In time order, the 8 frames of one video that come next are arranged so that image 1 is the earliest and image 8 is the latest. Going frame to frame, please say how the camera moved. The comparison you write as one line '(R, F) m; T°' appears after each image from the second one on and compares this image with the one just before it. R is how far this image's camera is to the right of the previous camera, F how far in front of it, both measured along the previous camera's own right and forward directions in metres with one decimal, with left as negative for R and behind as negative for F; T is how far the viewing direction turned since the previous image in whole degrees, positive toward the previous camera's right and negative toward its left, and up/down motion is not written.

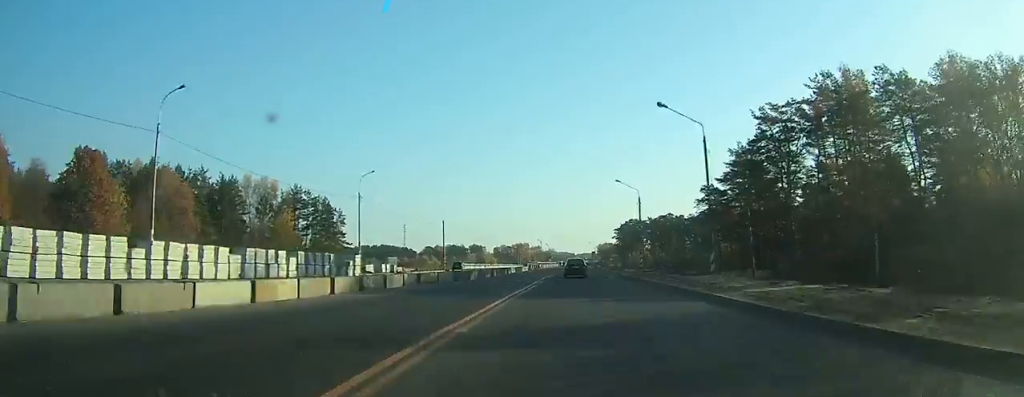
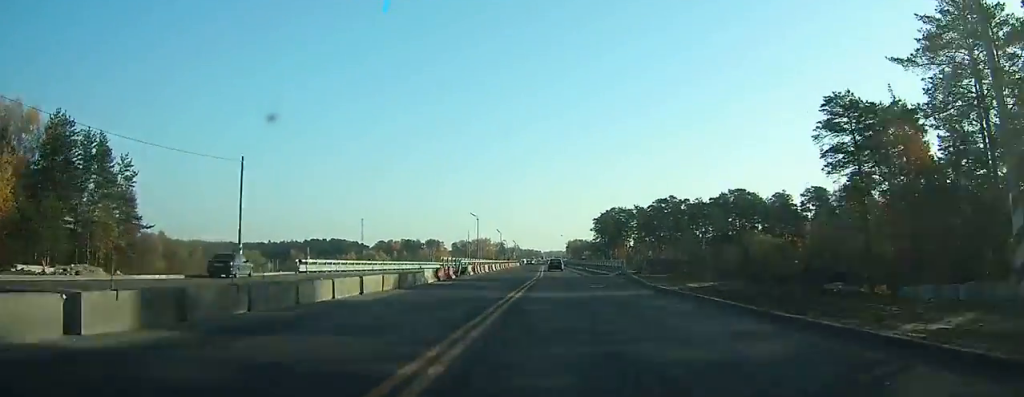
(+1.1, +56.8) m; +2°
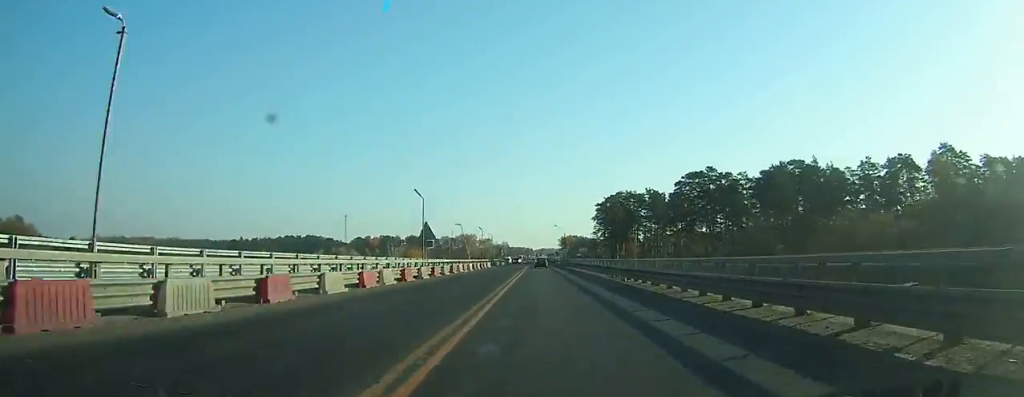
(+0.6, +47.1) m; +1°
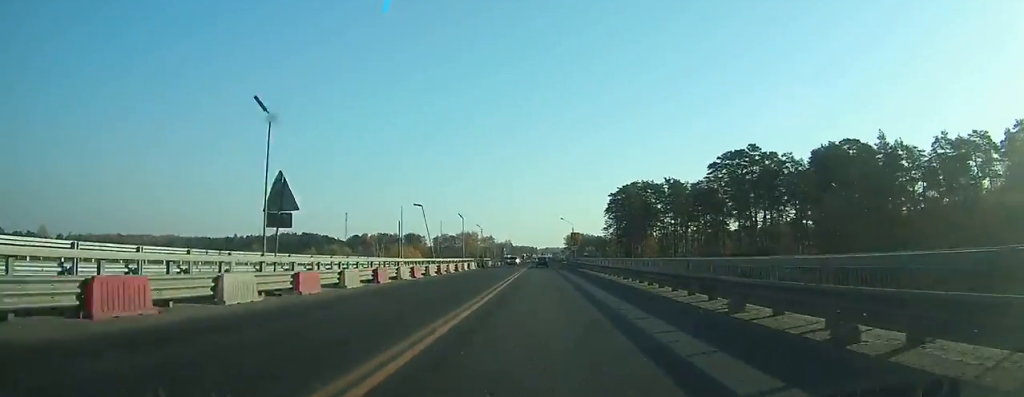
(+0.1, +22.1) m; 0°
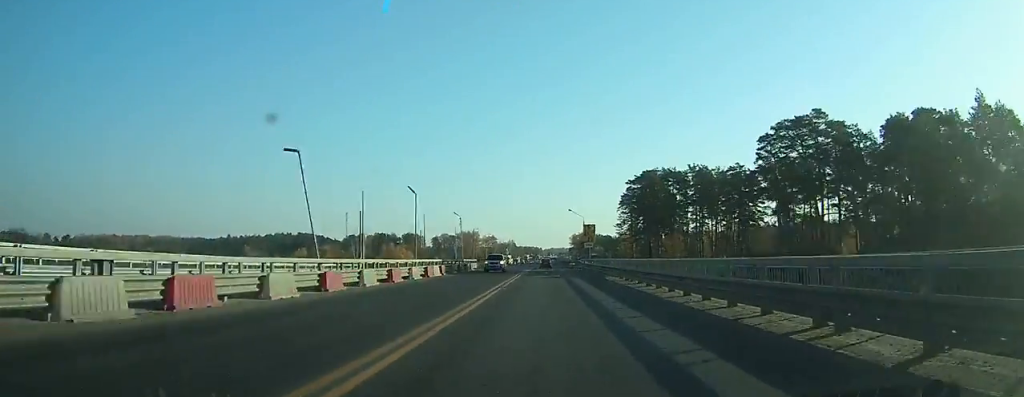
(-0.1, +22.3) m; 0°
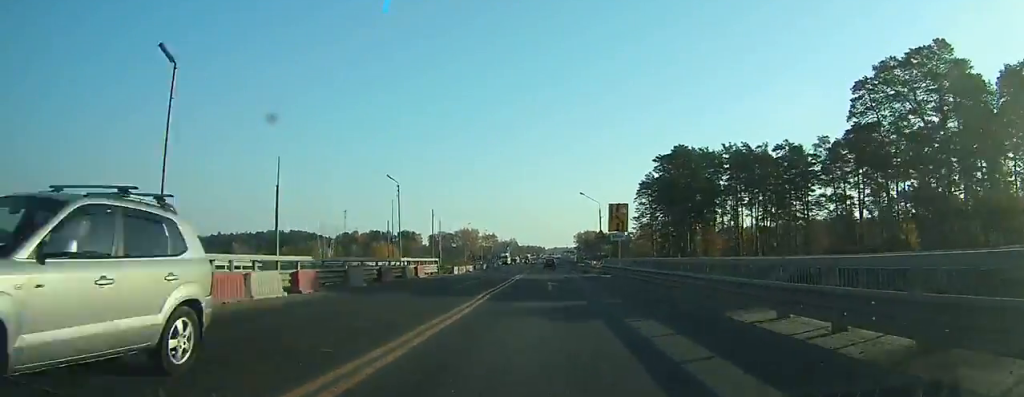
(0.0, +24.8) m; 0°
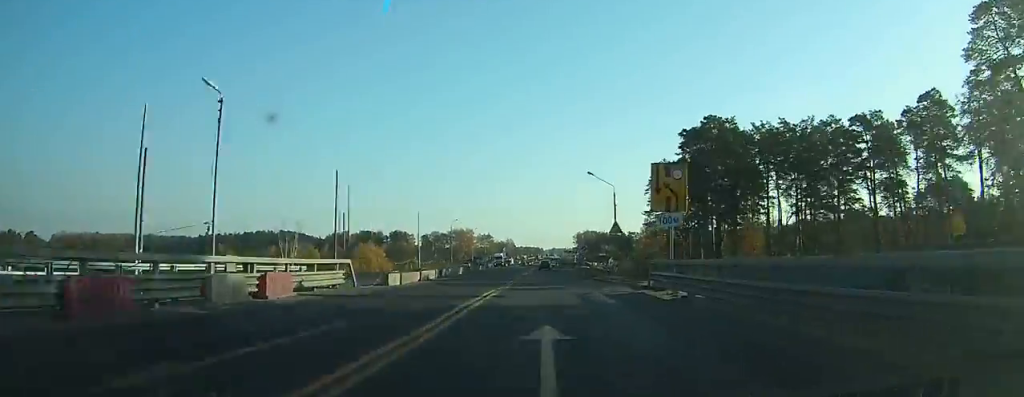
(0.0, +18.5) m; 0°
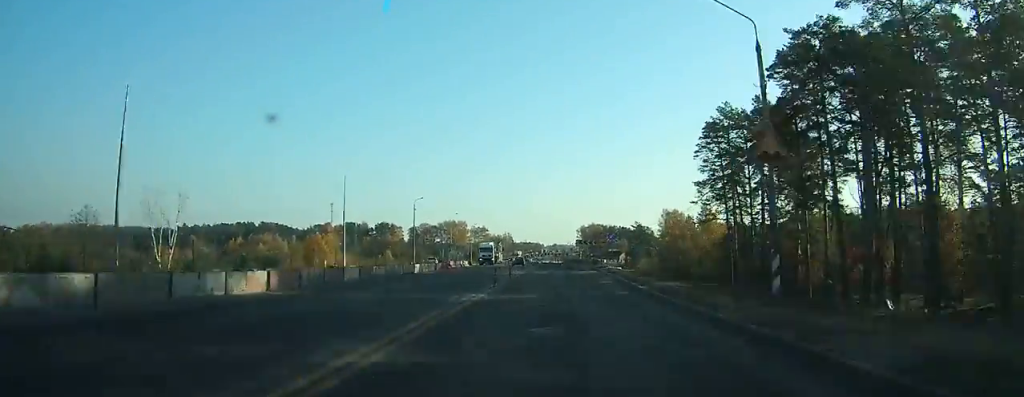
(+0.1, +39.9) m; 0°
